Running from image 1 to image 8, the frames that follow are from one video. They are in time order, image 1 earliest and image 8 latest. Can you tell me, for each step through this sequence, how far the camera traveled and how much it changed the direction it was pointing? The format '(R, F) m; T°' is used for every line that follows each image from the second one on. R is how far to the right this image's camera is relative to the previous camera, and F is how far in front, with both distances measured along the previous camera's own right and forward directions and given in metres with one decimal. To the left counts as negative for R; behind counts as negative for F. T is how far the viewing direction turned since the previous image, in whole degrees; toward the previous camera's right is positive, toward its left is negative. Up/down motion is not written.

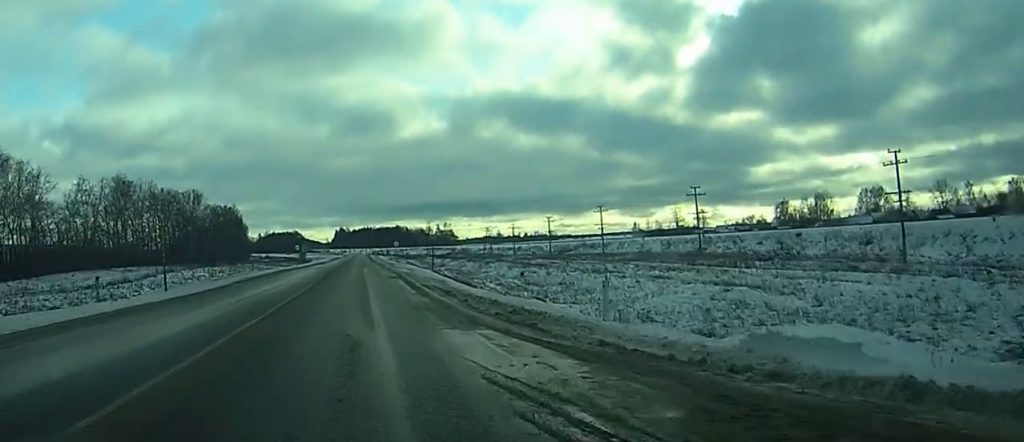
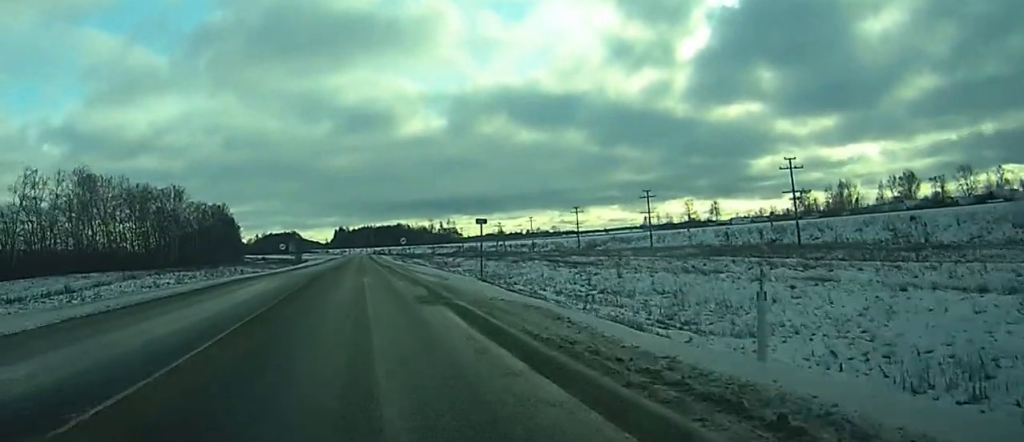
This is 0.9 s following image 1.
(-0.1, +23.8) m; 0°
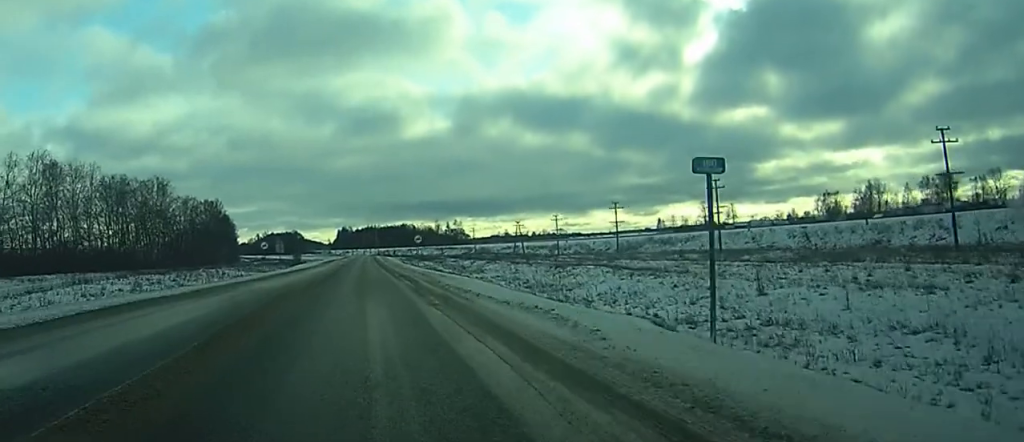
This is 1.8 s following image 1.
(0.0, +22.1) m; 0°
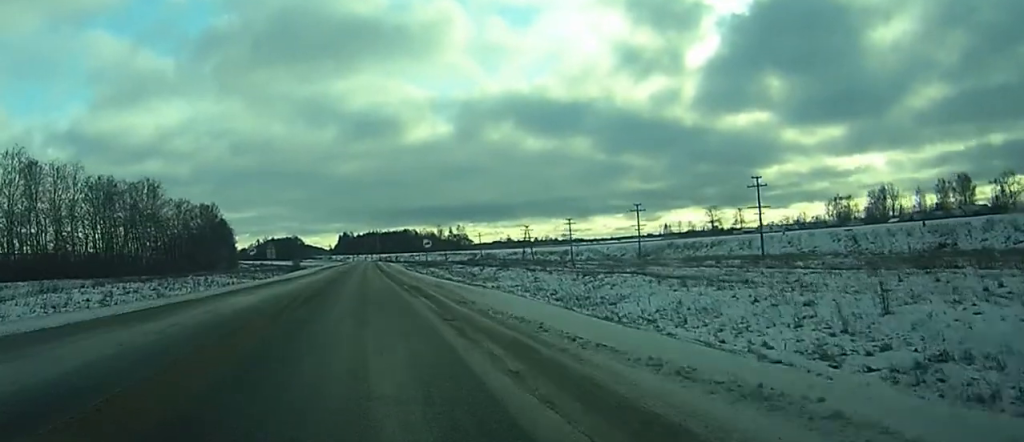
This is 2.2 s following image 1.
(0.0, +10.2) m; 0°
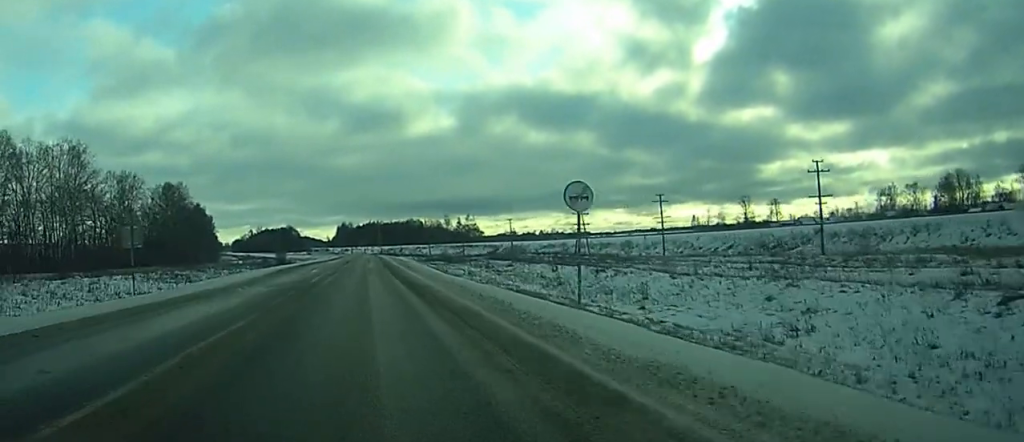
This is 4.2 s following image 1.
(0.0, +51.2) m; 0°
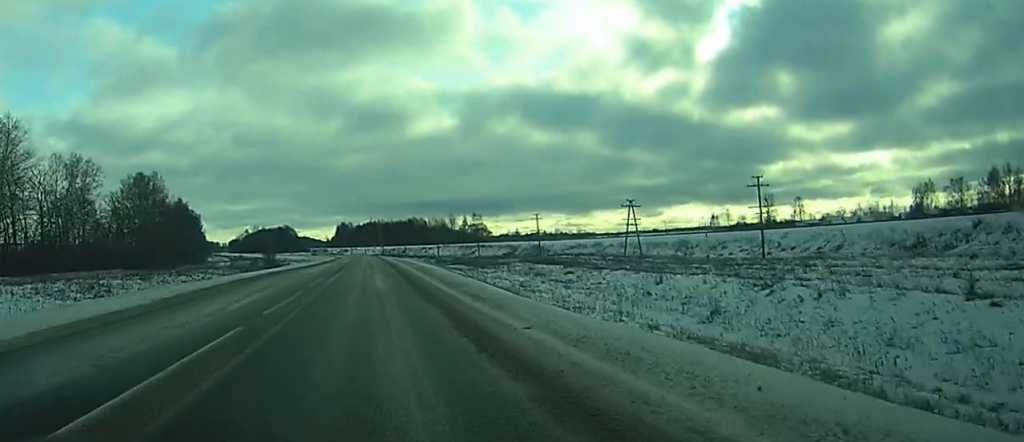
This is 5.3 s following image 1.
(-0.1, +29.1) m; 0°
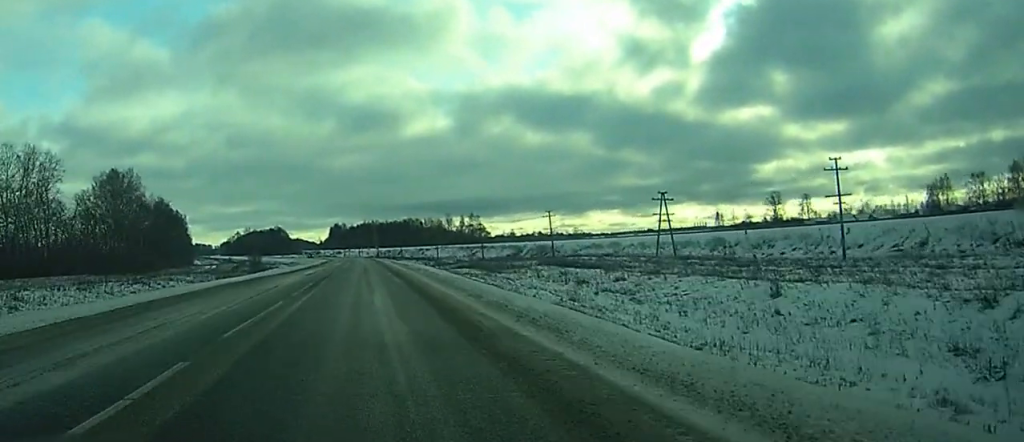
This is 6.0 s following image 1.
(0.0, +16.3) m; 0°
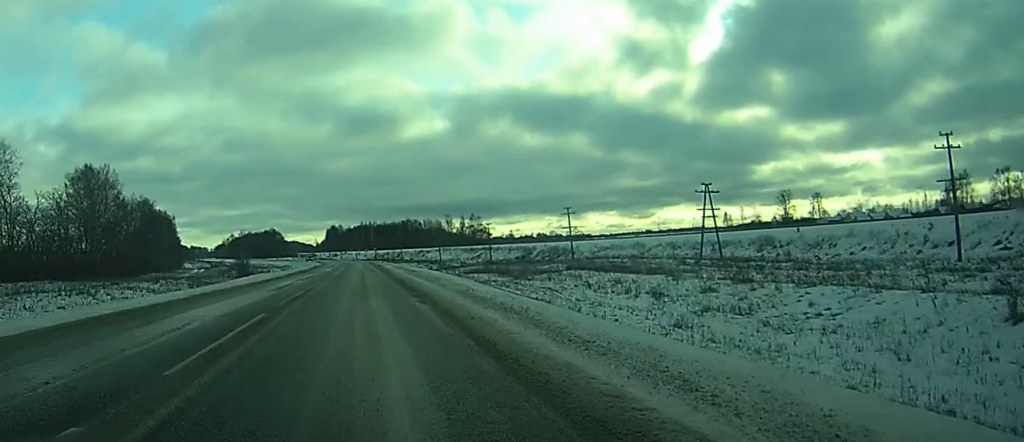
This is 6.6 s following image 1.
(+0.1, +15.4) m; 0°
